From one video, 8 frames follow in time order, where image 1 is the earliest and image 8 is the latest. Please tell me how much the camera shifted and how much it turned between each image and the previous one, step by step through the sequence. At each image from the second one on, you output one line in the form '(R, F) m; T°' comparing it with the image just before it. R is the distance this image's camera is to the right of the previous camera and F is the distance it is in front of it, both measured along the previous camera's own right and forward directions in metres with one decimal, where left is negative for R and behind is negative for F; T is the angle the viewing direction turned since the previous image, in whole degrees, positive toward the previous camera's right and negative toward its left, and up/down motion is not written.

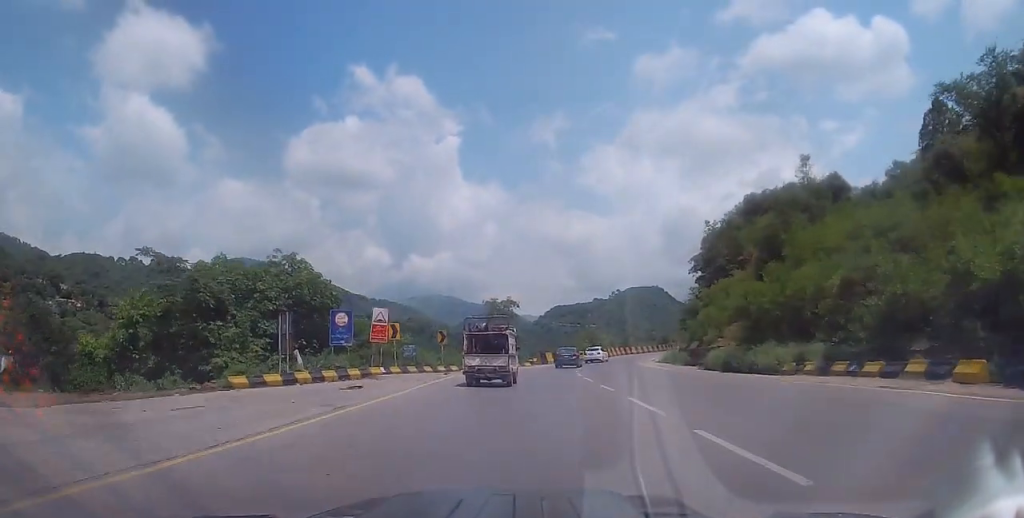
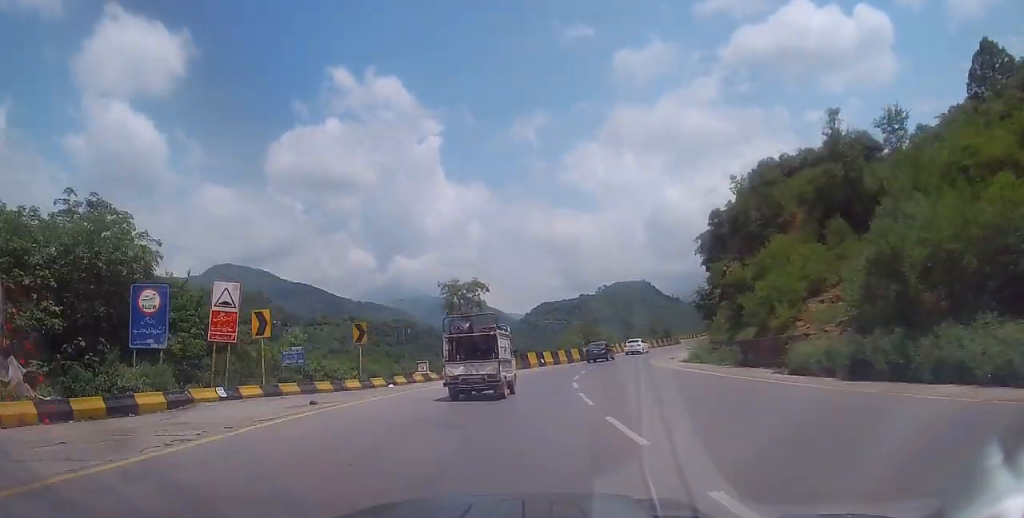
(0.0, +15.5) m; +1°
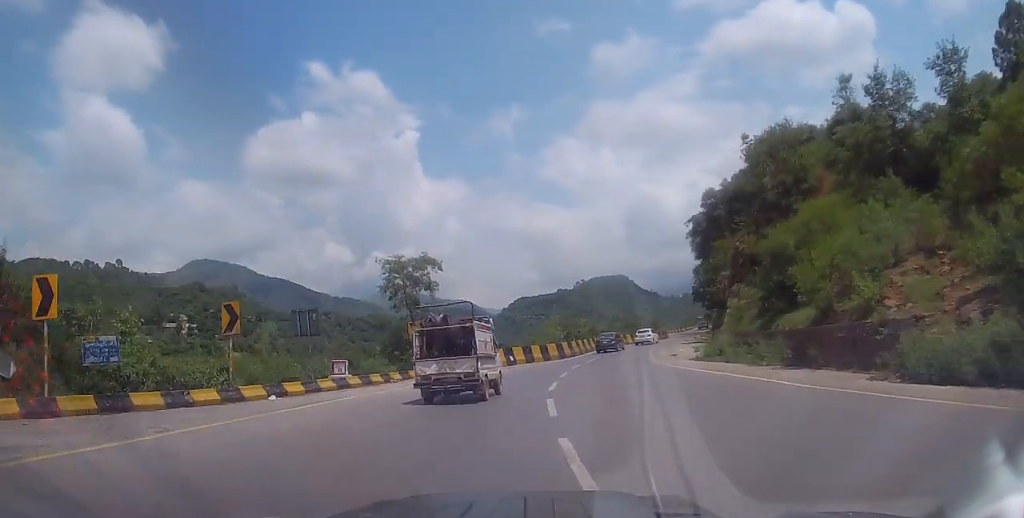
(-0.1, +9.3) m; +4°
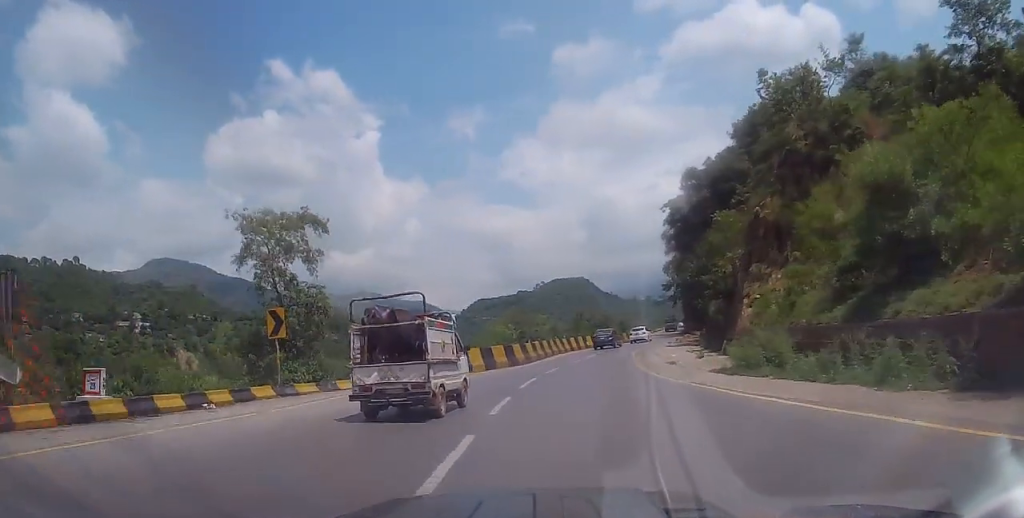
(+1.0, +11.4) m; +3°
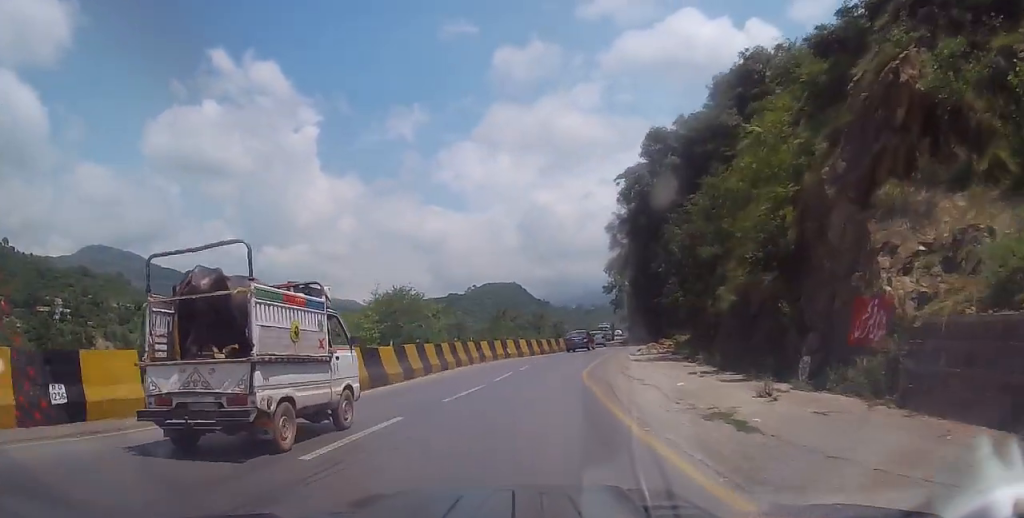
(+0.3, +17.2) m; +4°
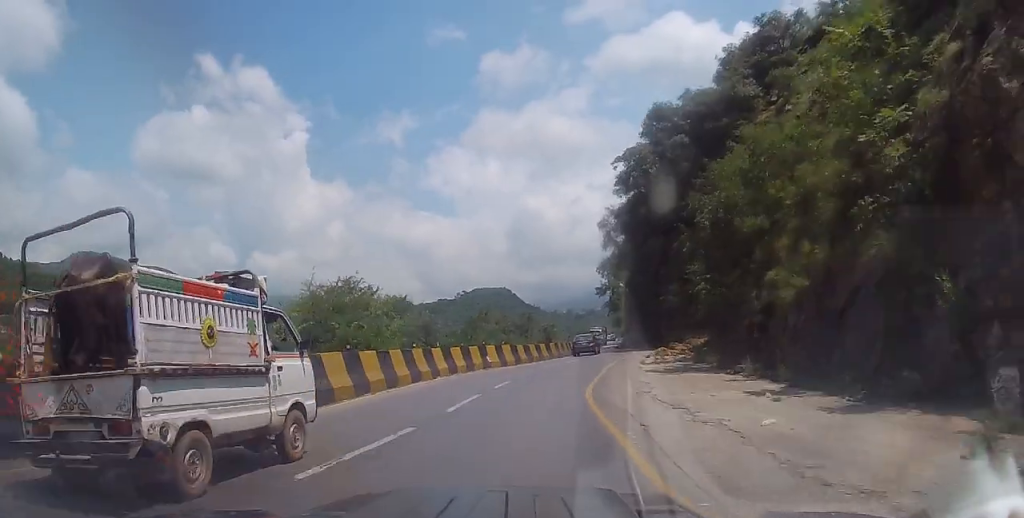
(+0.4, +6.8) m; +2°
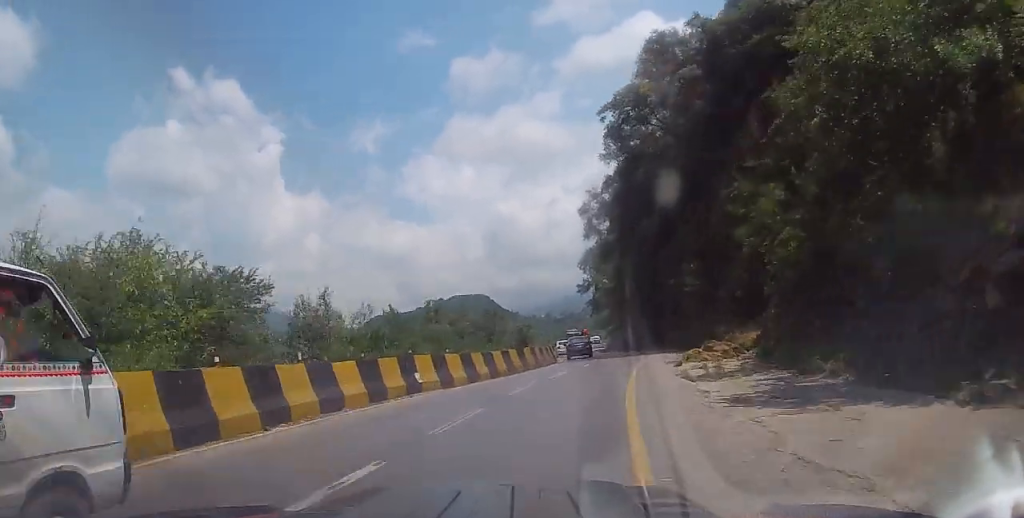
(-0.2, +11.9) m; -1°
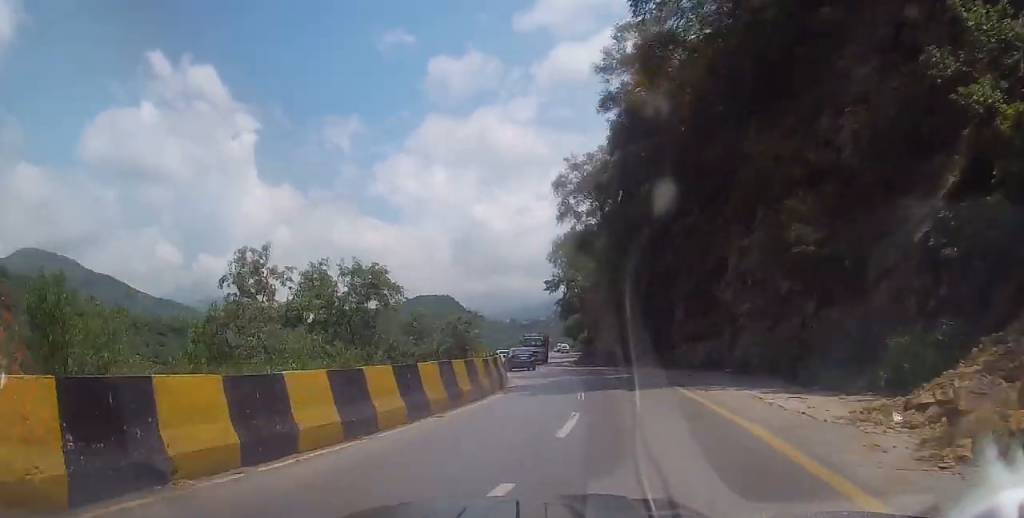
(+0.2, +17.5) m; +4°
